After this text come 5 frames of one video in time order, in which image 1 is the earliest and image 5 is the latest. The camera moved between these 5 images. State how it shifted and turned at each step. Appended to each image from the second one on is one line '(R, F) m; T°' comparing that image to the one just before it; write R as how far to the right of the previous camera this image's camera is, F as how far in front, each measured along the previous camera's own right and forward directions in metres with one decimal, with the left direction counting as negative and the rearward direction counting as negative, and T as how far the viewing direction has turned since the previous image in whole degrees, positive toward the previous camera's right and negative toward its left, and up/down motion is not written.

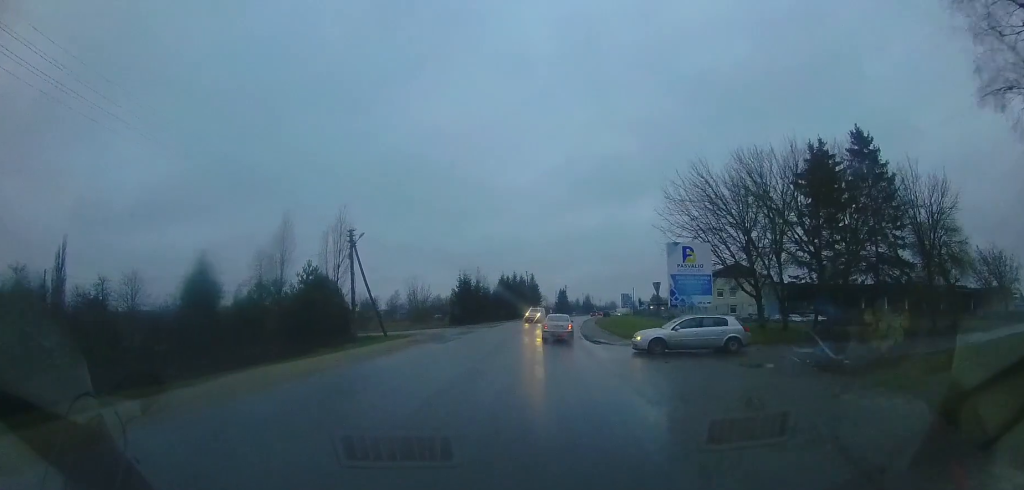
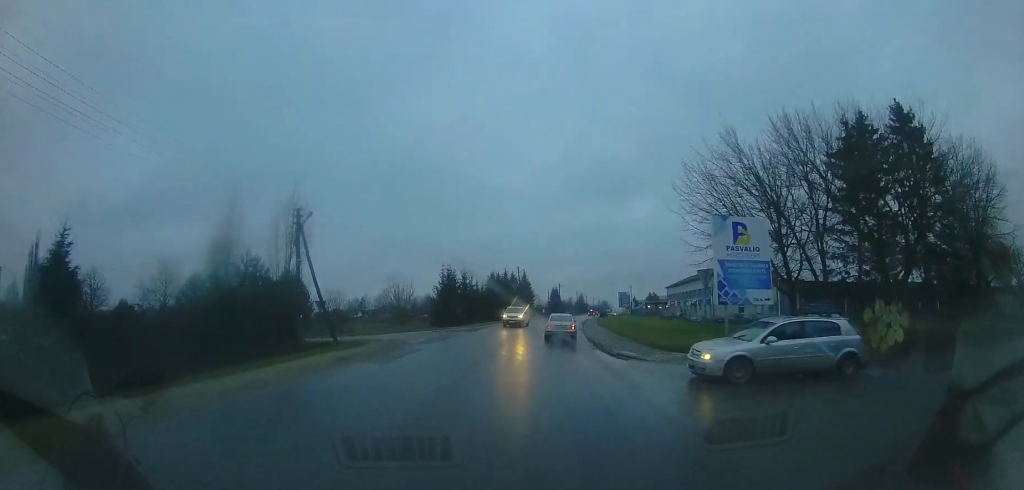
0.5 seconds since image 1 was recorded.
(0.0, +5.5) m; +3°
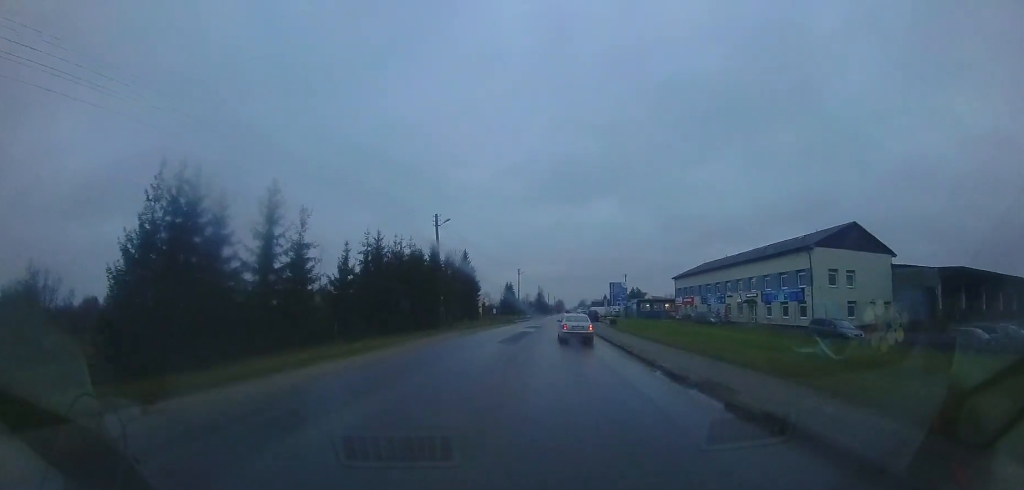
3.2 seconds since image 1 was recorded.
(+3.6, +32.9) m; +9°
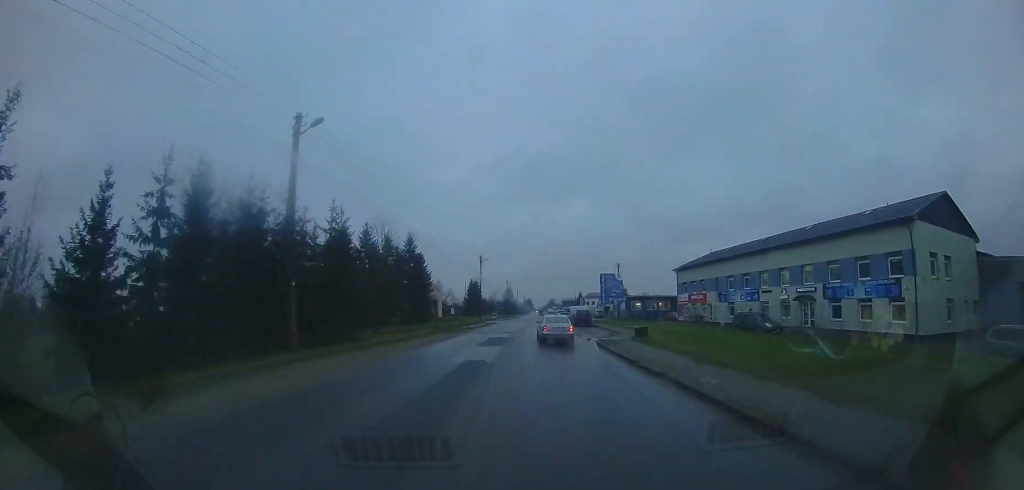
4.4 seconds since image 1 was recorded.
(+0.1, +14.7) m; +2°
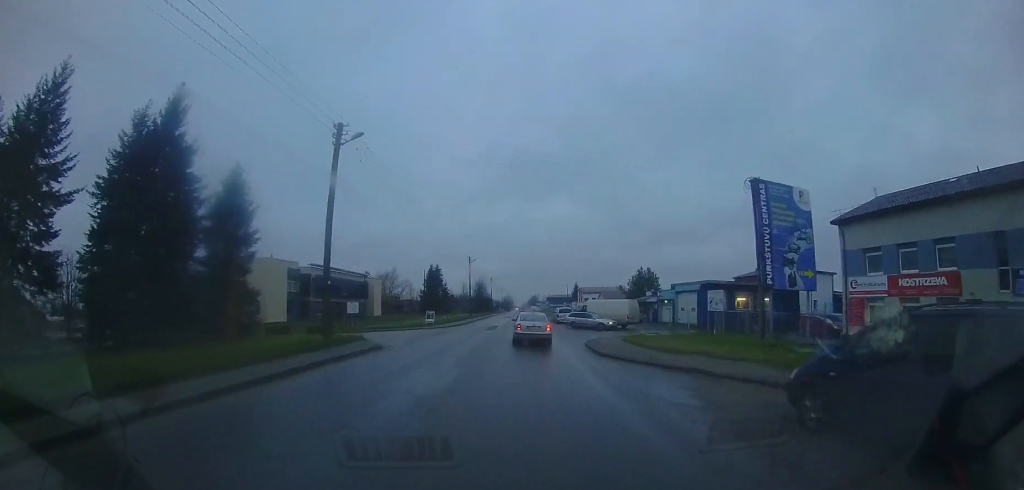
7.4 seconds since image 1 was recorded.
(+1.4, +33.3) m; +3°
